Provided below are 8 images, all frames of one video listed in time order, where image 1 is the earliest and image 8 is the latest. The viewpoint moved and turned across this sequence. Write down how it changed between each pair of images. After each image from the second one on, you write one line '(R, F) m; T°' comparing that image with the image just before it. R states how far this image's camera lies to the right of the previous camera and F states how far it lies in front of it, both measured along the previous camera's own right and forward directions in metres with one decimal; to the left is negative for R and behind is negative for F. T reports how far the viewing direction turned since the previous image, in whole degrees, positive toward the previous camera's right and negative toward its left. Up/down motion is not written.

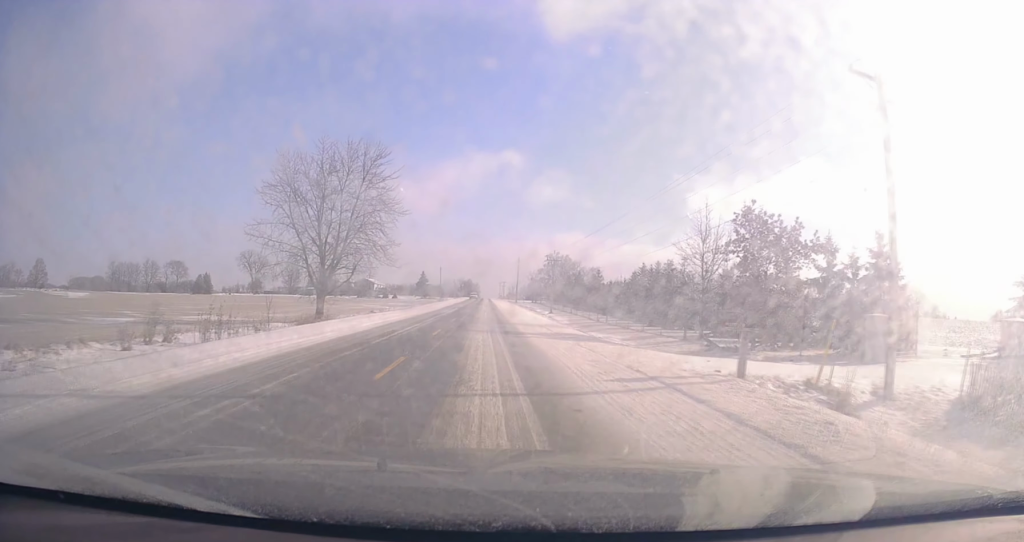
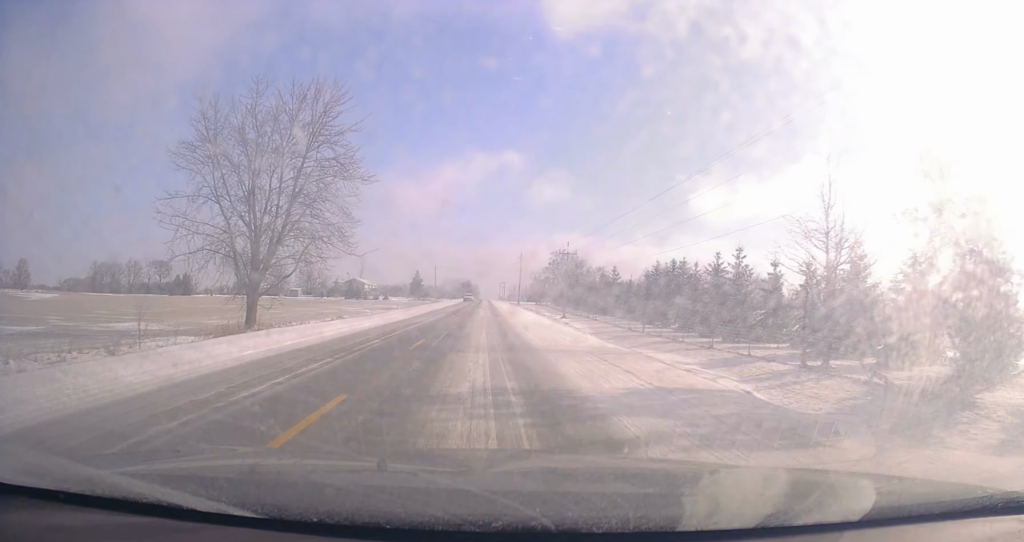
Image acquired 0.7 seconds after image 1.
(-0.1, +14.4) m; 0°
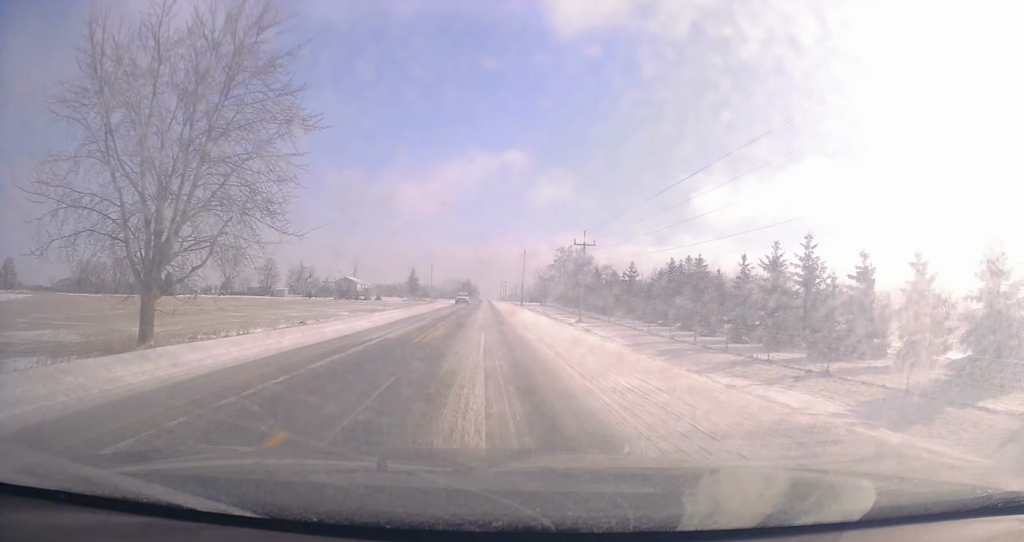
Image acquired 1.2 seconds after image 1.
(0.0, +11.2) m; 0°
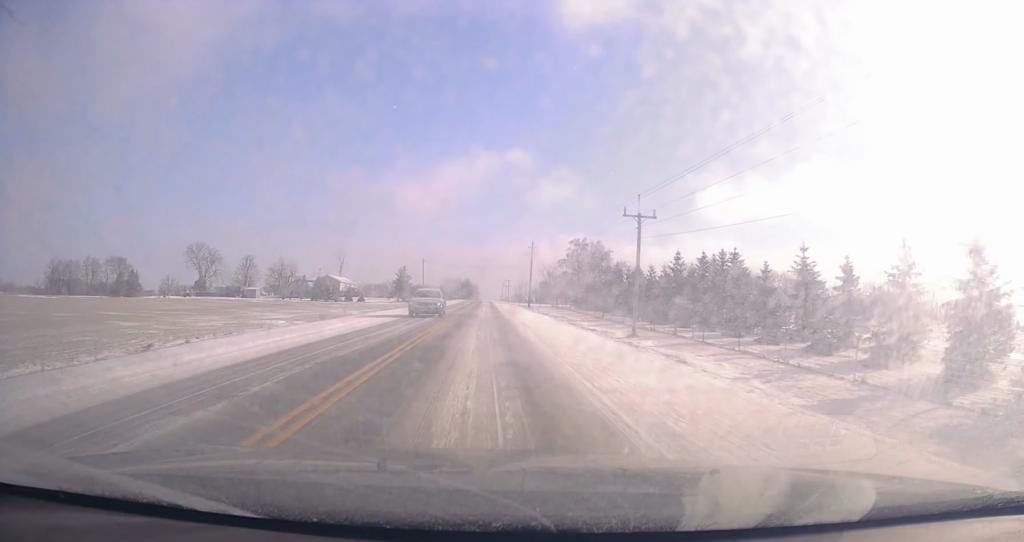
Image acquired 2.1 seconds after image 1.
(+0.1, +20.6) m; 0°
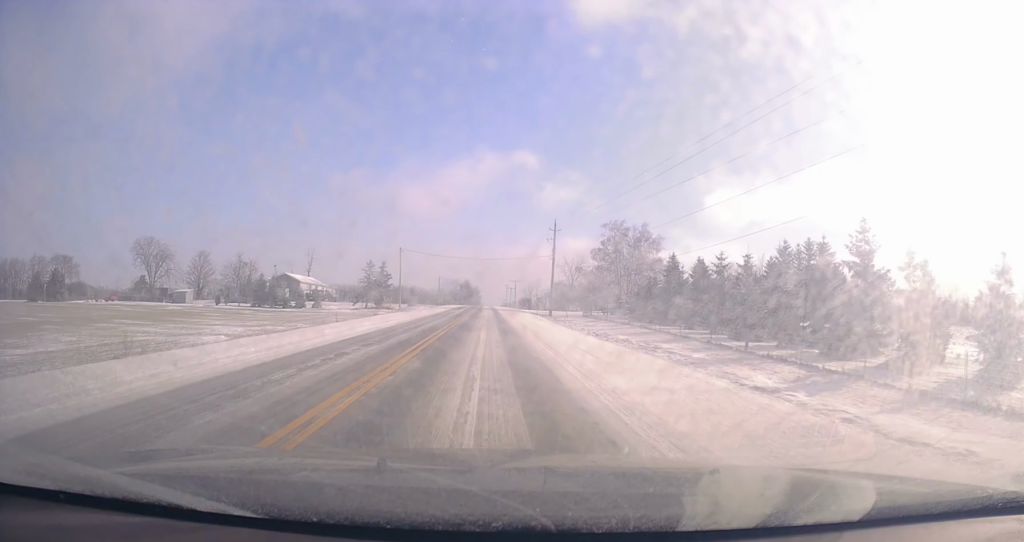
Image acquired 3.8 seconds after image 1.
(-0.3, +35.2) m; -1°
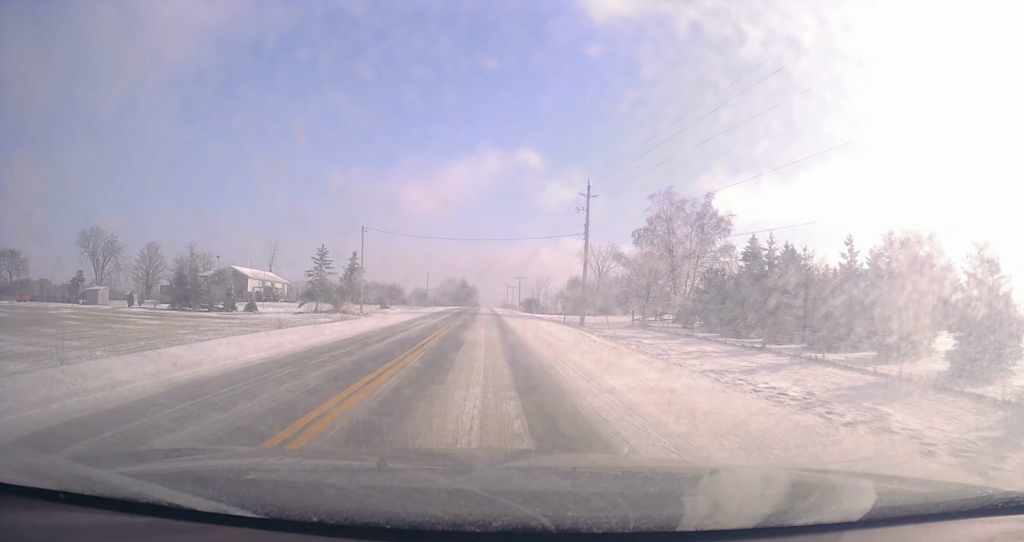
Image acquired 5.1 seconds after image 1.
(+0.4, +26.2) m; +2°
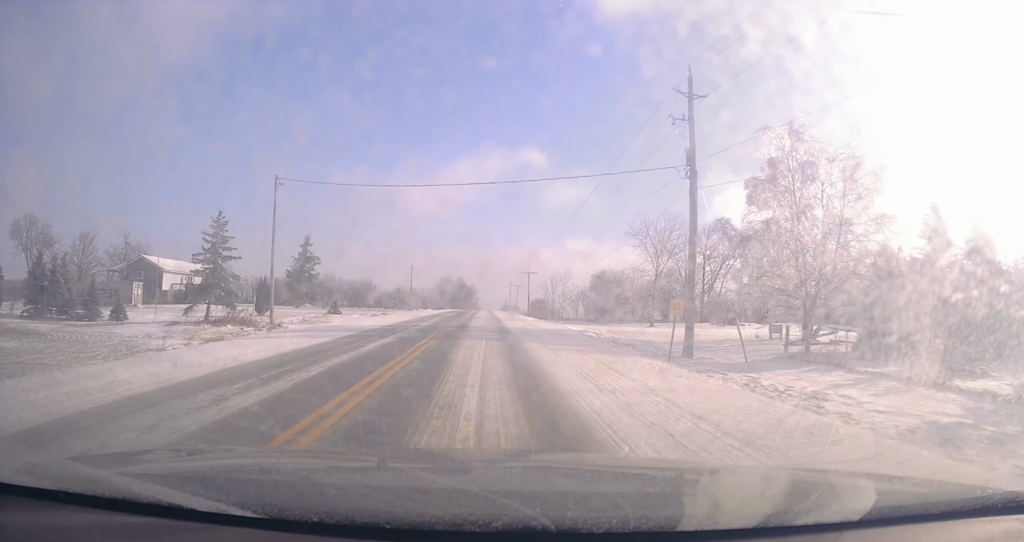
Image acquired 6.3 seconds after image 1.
(+0.5, +26.4) m; 0°
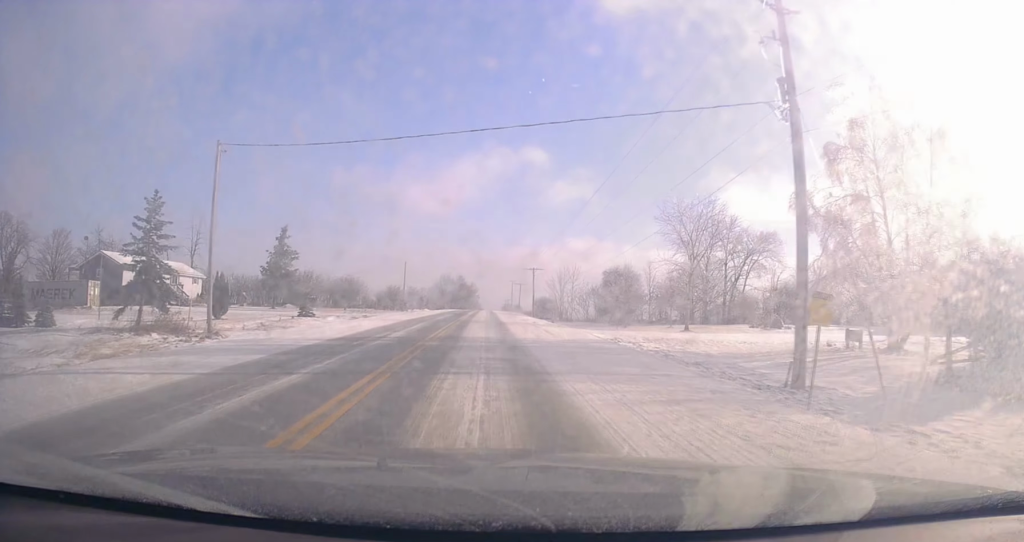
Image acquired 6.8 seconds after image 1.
(+0.2, +8.7) m; -1°
